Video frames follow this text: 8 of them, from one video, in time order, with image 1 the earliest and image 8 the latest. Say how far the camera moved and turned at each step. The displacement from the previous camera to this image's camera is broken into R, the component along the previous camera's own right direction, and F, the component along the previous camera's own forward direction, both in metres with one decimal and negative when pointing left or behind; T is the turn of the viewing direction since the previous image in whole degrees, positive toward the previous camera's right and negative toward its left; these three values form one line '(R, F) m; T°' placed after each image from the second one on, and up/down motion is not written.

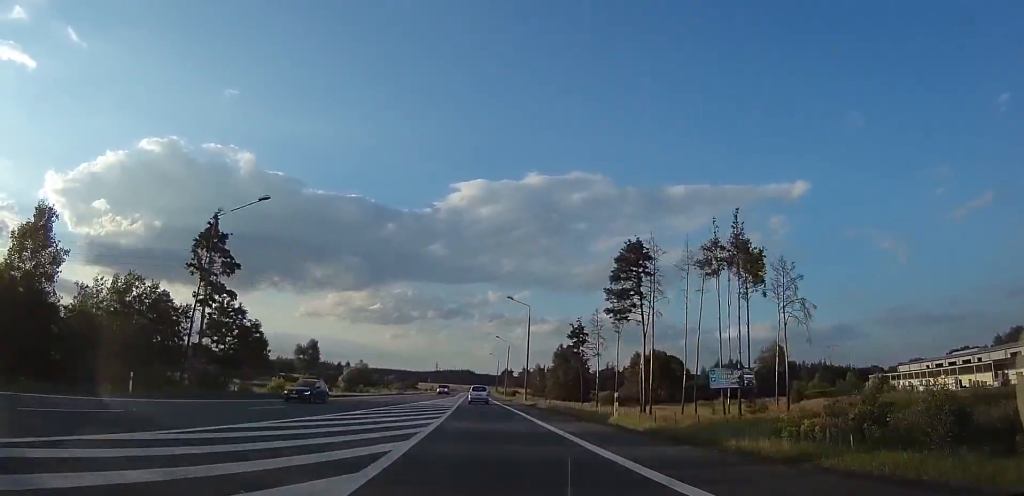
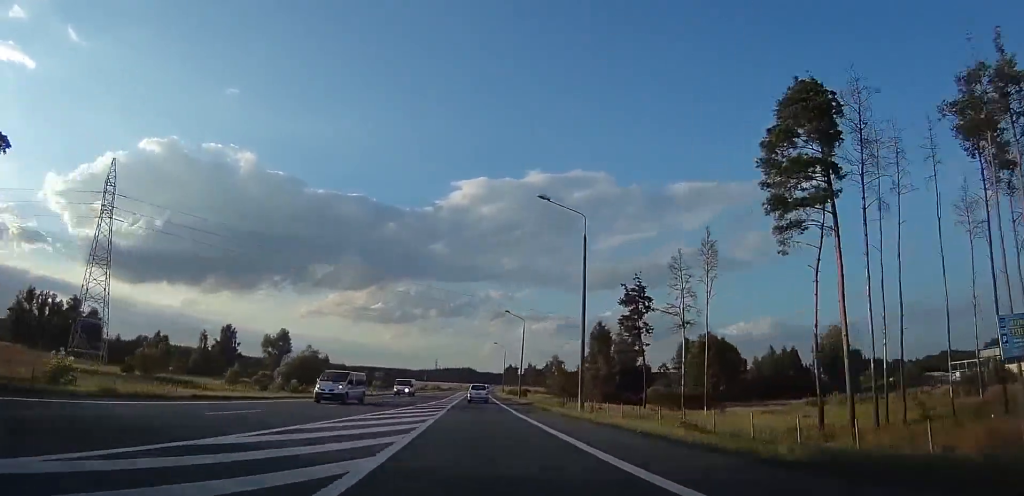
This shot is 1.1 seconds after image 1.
(-0.5, +29.0) m; -2°
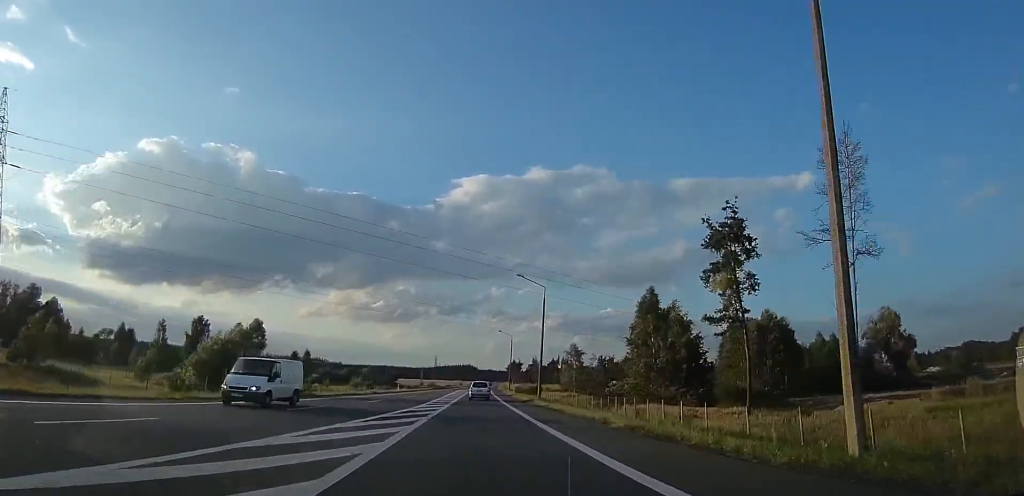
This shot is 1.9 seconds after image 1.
(-0.2, +19.7) m; -1°
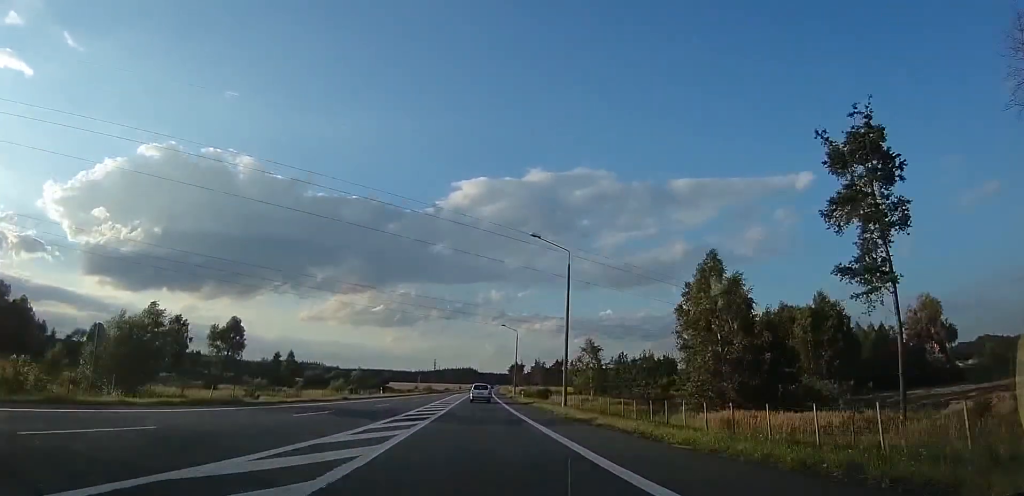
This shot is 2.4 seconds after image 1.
(0.0, +12.8) m; 0°
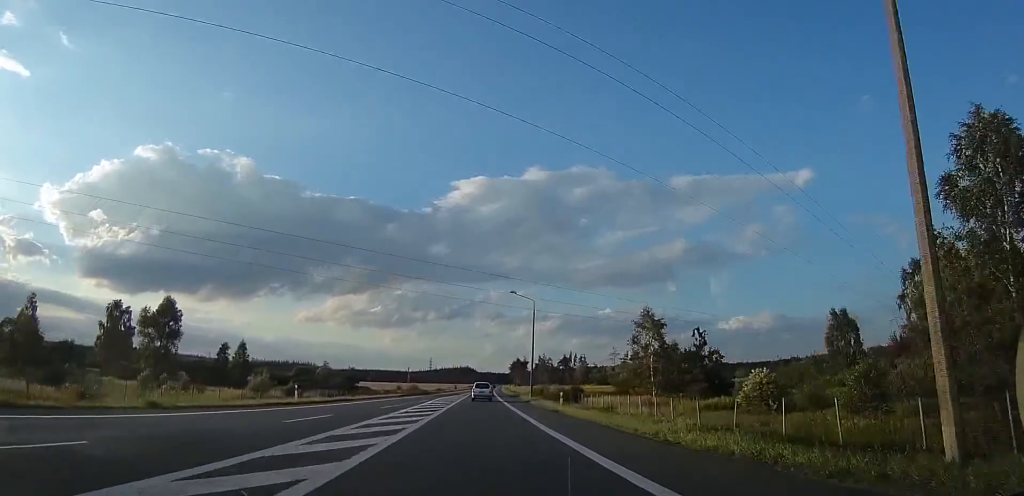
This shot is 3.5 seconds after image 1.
(0.0, +27.5) m; +2°
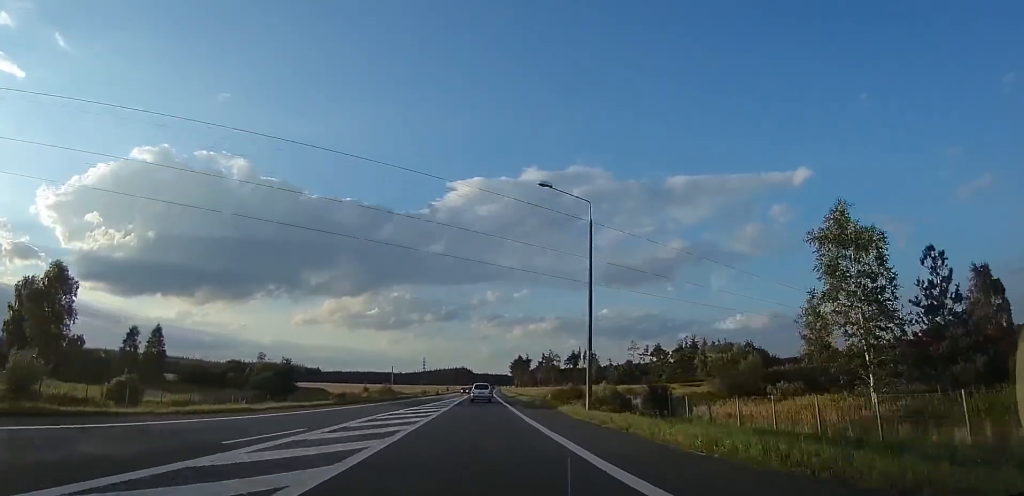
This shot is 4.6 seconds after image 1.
(+0.8, +29.1) m; 0°
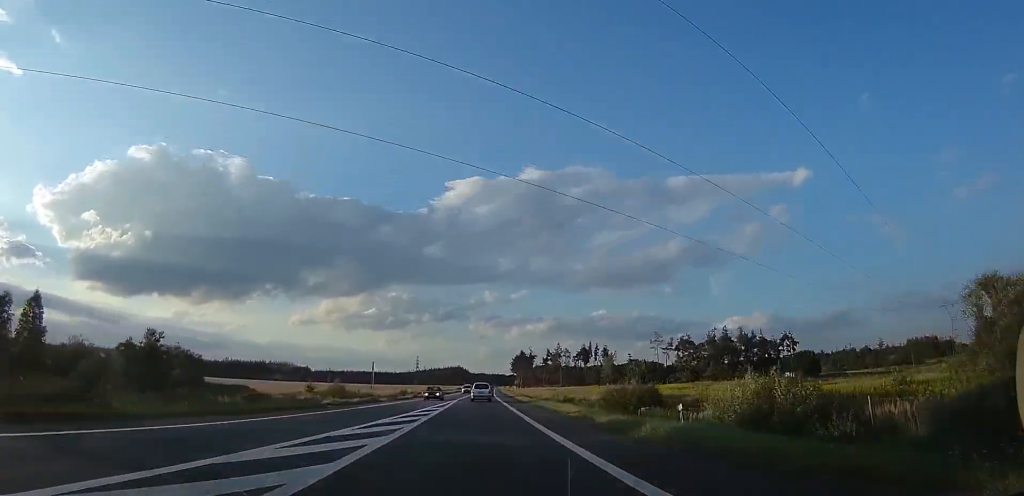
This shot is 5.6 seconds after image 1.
(-0.8, +25.9) m; -2°
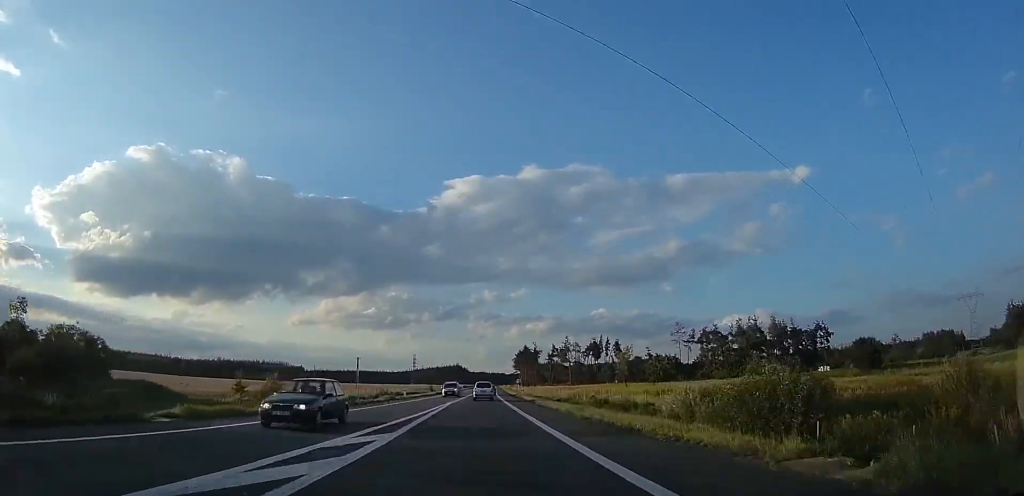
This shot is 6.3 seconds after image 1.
(-0.1, +17.4) m; +1°
